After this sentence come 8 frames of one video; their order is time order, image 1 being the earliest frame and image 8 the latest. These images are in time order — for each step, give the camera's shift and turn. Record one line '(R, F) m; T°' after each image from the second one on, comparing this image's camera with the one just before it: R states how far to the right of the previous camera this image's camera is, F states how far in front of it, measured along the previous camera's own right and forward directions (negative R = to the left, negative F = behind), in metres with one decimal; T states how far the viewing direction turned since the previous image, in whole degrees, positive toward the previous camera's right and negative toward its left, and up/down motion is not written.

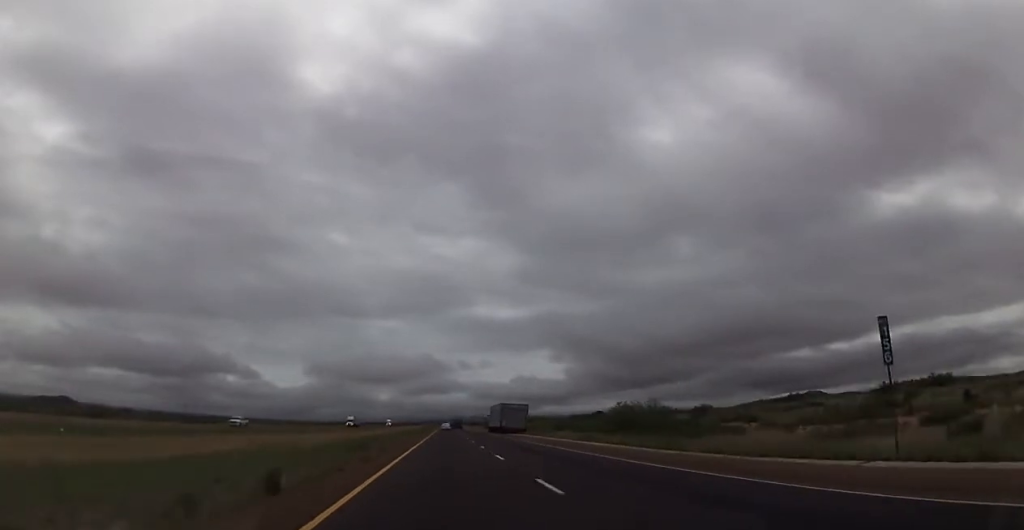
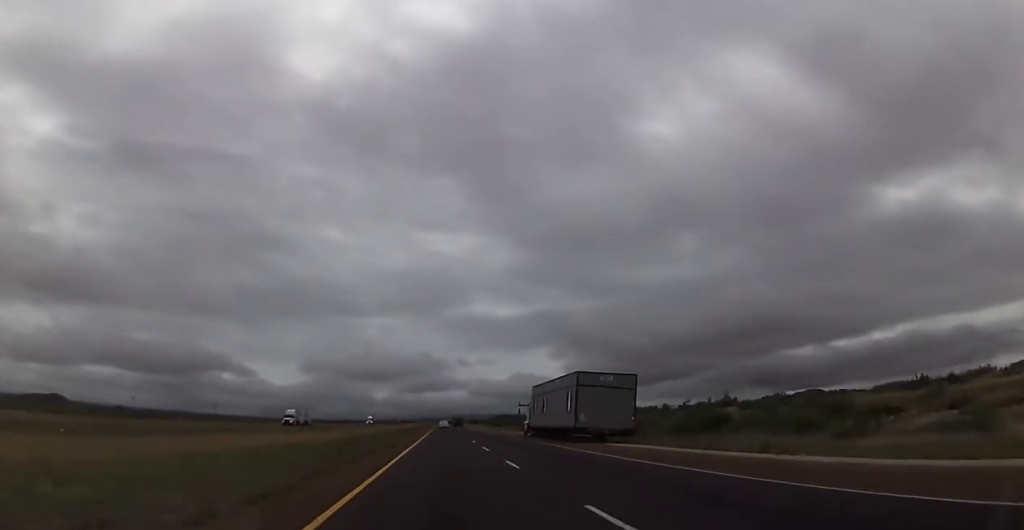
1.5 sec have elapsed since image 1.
(0.0, +53.9) m; 0°
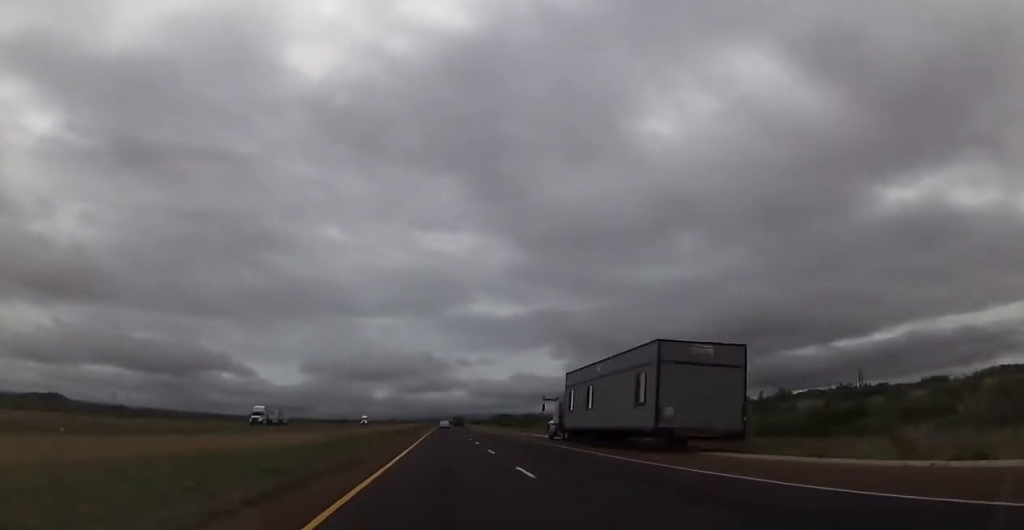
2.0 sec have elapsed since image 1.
(0.0, +15.2) m; 0°
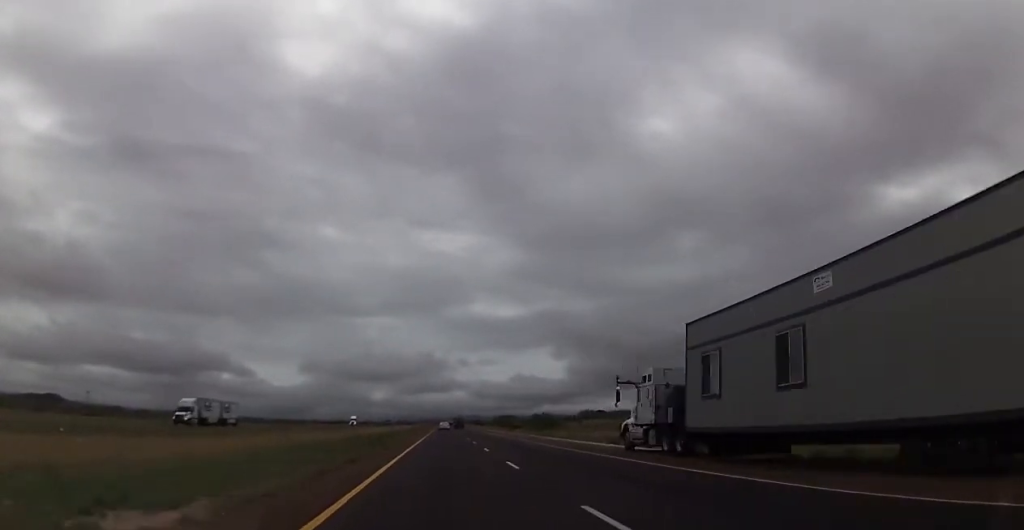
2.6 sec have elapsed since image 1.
(0.0, +21.1) m; 0°
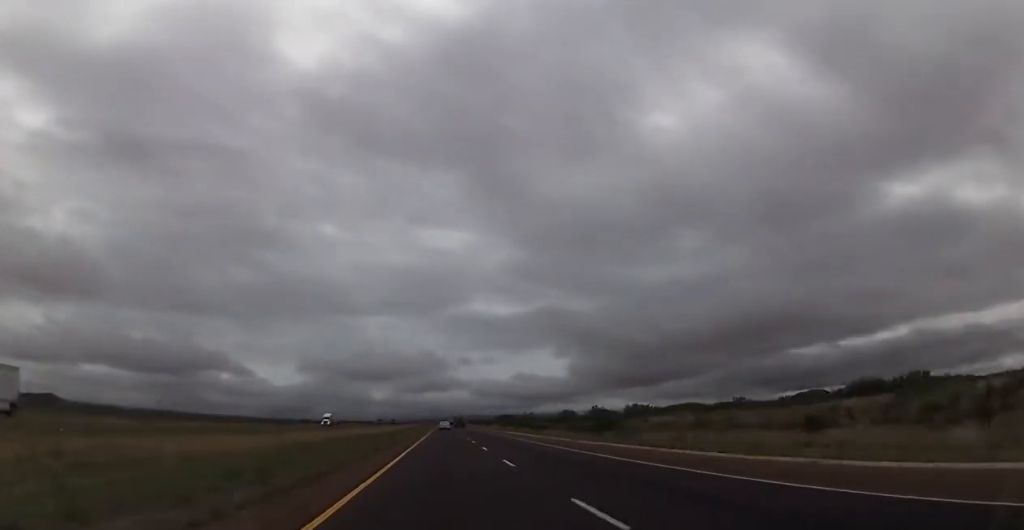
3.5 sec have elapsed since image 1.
(0.0, +34.1) m; 0°
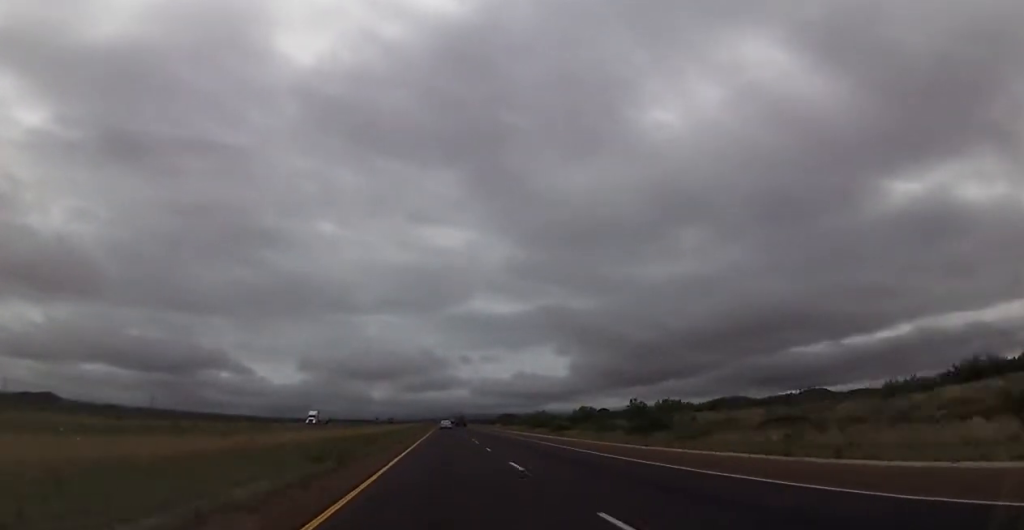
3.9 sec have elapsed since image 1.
(0.0, +14.1) m; 0°
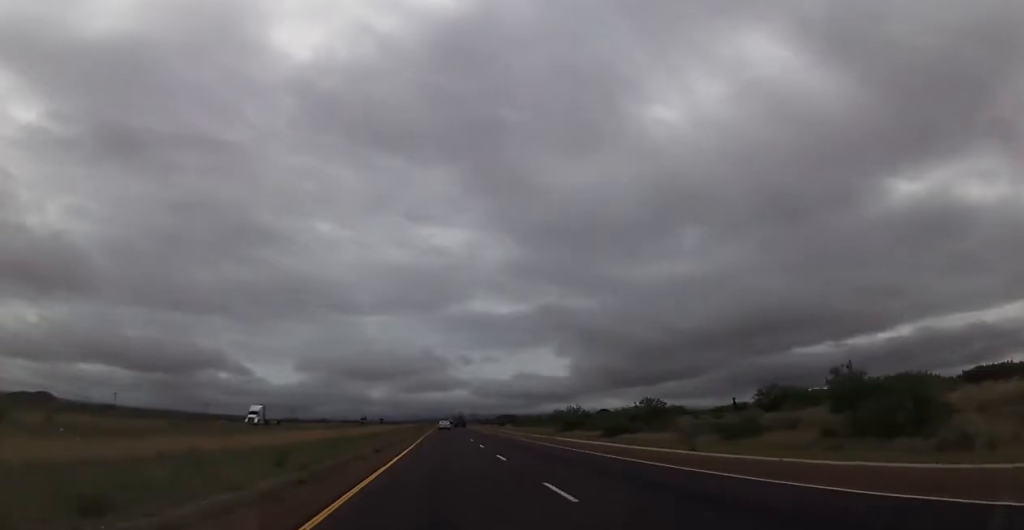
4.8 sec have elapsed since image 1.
(0.0, +31.6) m; 0°
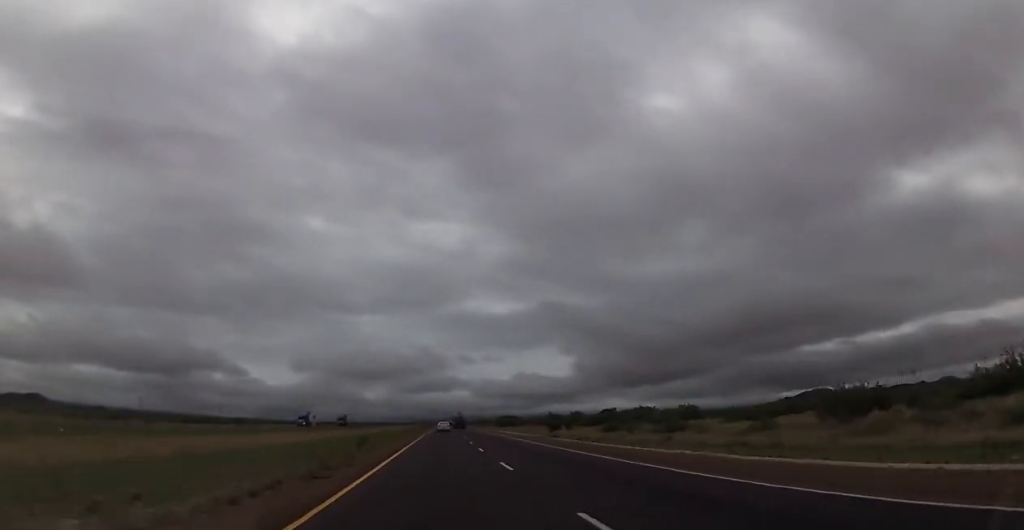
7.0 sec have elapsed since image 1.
(+0.1, +77.6) m; 0°
